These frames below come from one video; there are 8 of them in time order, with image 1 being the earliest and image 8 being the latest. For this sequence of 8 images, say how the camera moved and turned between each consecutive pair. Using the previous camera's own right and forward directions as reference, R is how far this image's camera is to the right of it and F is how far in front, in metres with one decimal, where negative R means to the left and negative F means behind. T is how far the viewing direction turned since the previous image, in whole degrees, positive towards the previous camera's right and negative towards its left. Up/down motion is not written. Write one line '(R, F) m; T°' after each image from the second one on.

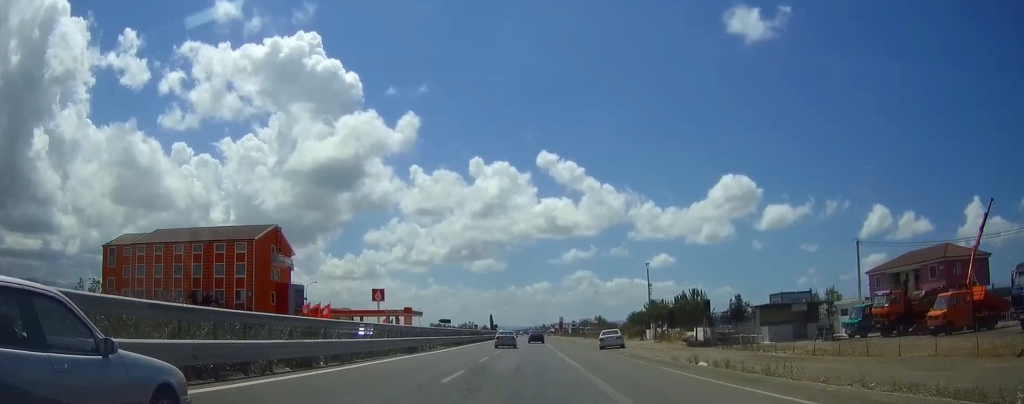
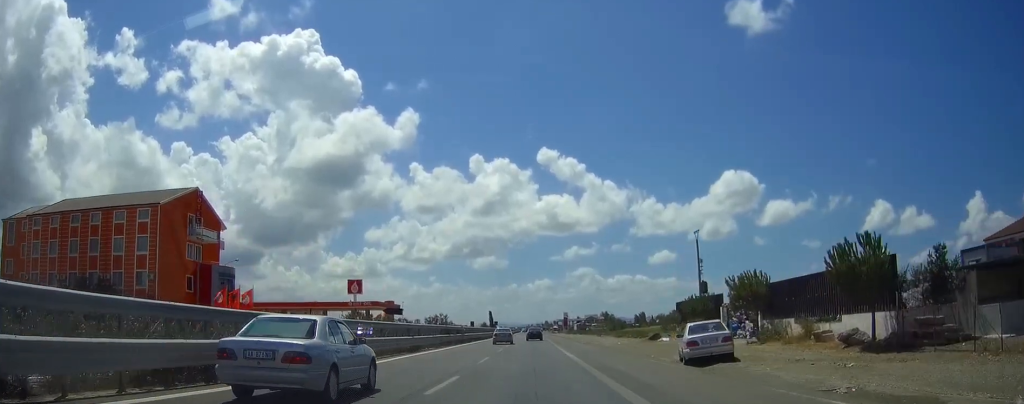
(-0.1, +27.8) m; -1°
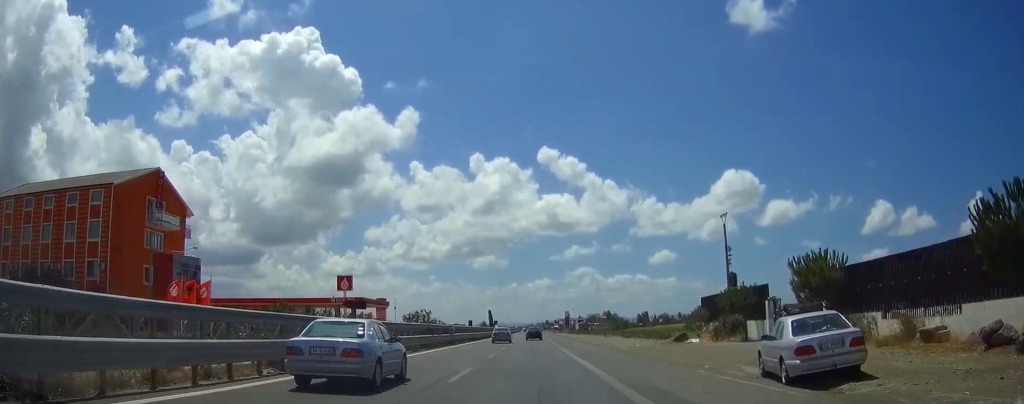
(0.0, +9.0) m; 0°
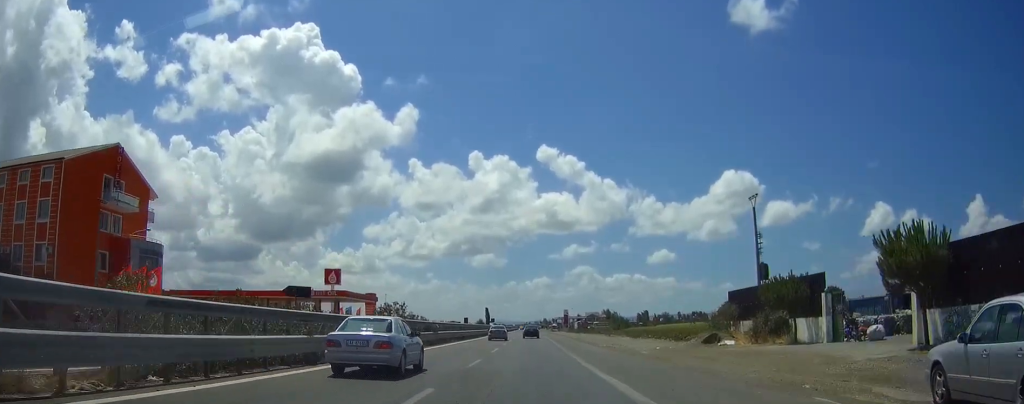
(0.0, +8.3) m; 0°
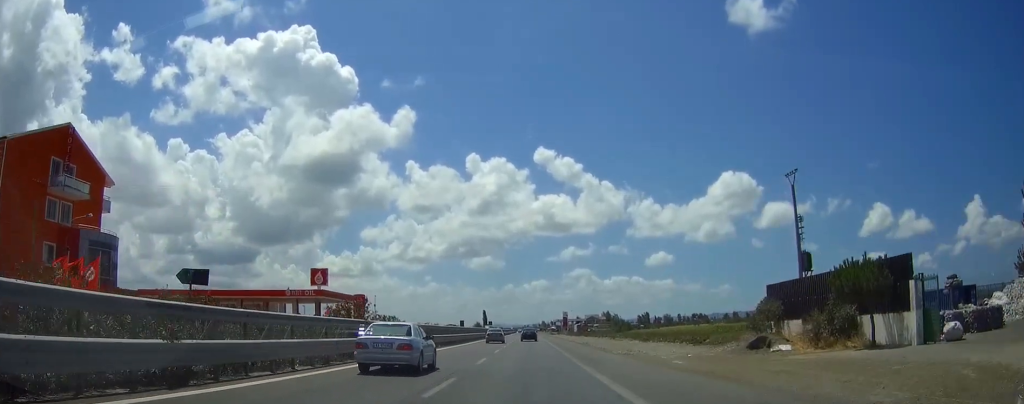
(0.0, +8.4) m; 0°
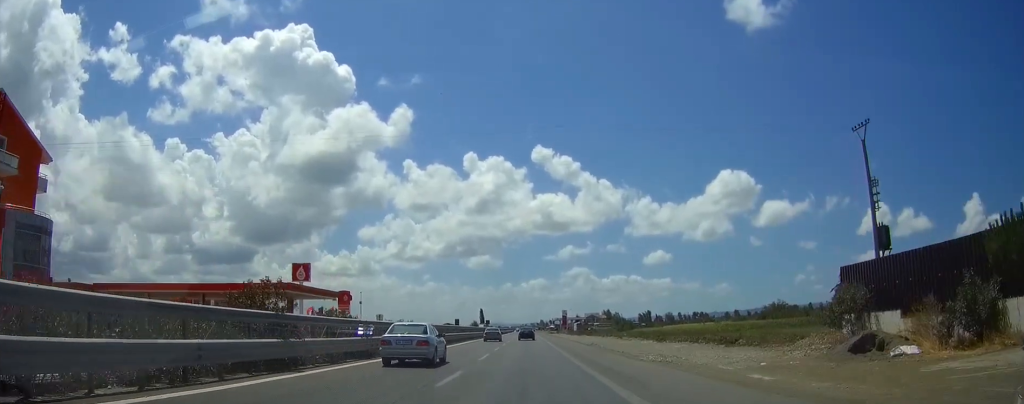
(+0.1, +10.3) m; 0°
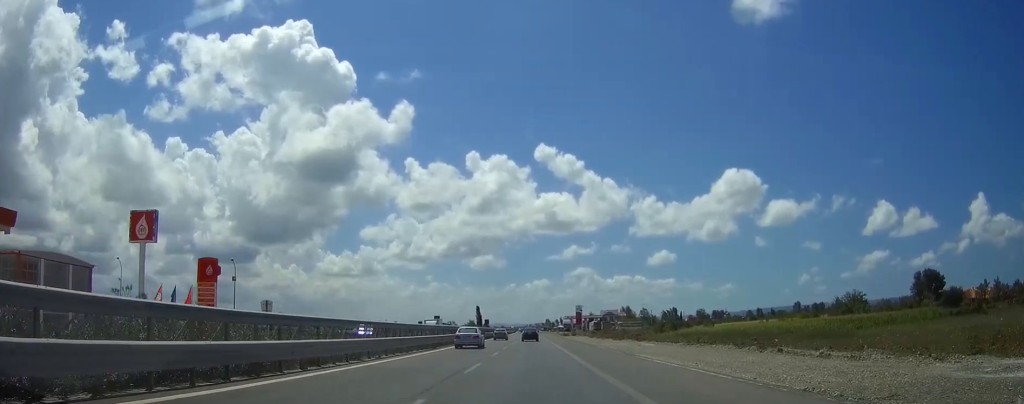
(-0.1, +59.0) m; 0°
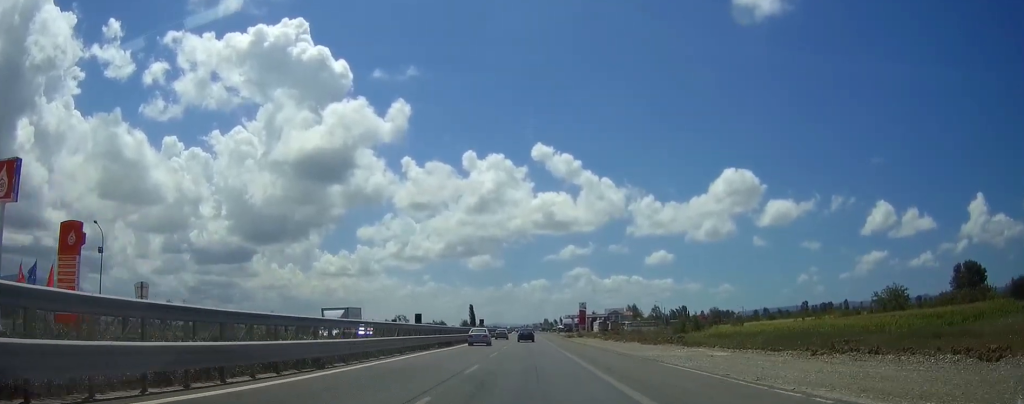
(0.0, +25.2) m; 0°
